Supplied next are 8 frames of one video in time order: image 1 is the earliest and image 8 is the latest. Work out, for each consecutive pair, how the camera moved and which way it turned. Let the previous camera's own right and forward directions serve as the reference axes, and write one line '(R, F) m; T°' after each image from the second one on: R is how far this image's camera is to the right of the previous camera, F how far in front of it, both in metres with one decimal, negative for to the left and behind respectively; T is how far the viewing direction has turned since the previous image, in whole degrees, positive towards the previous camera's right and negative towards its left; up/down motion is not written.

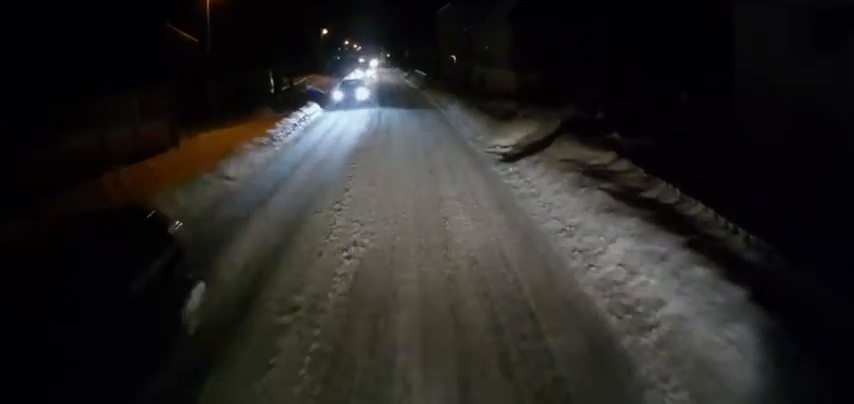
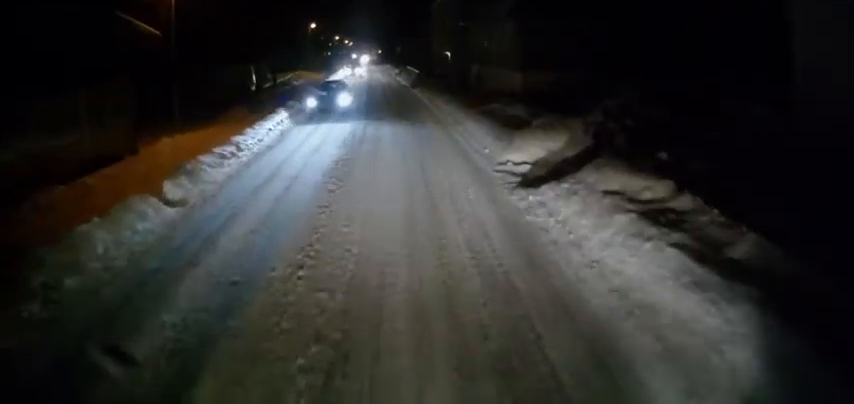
(0.0, +2.4) m; -1°
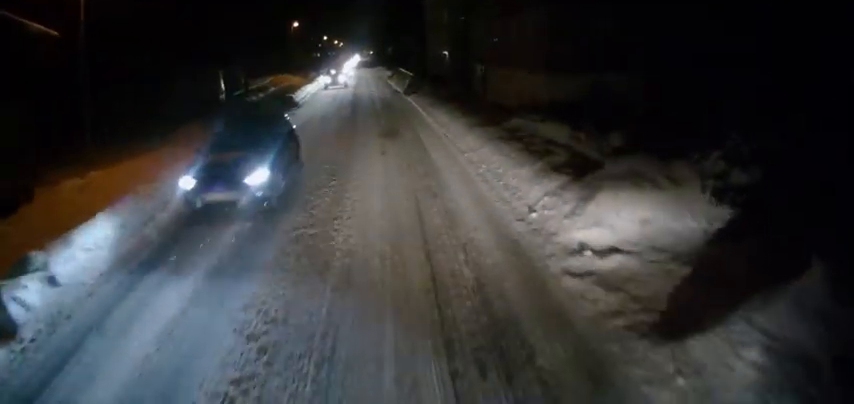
(-0.2, +5.3) m; -2°
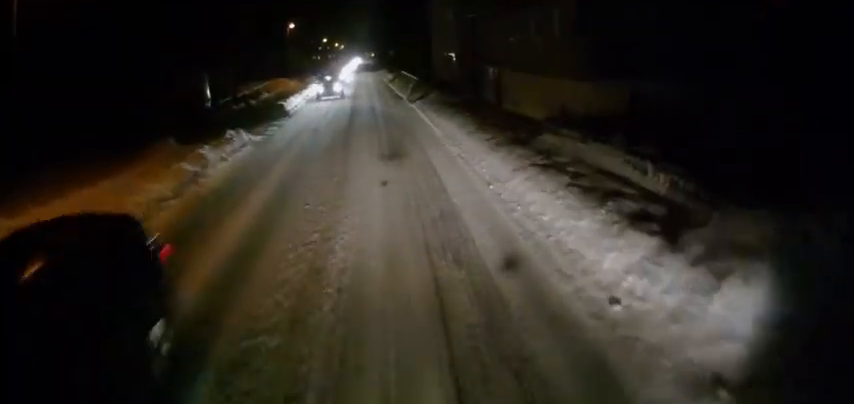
(0.0, +3.4) m; 0°
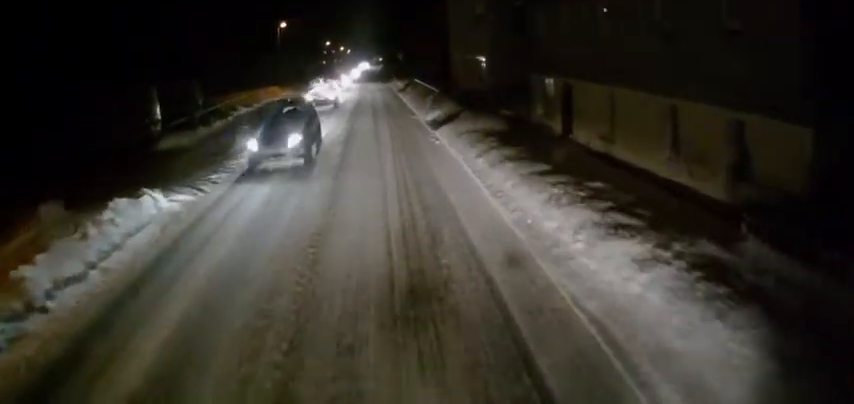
(+0.1, +8.4) m; +2°
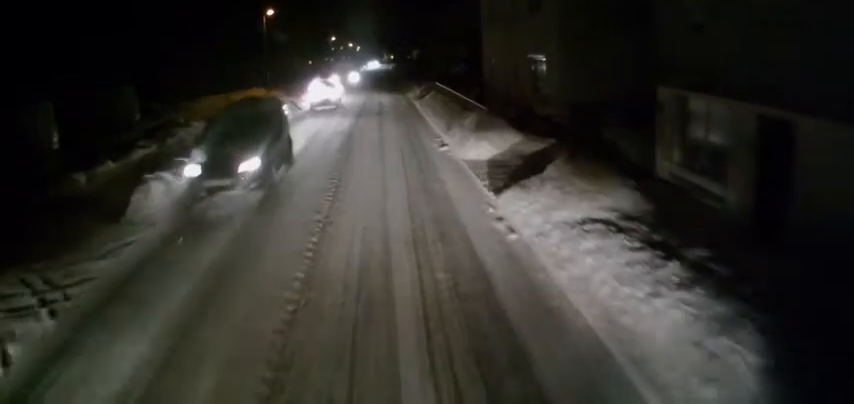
(+0.1, +8.5) m; 0°
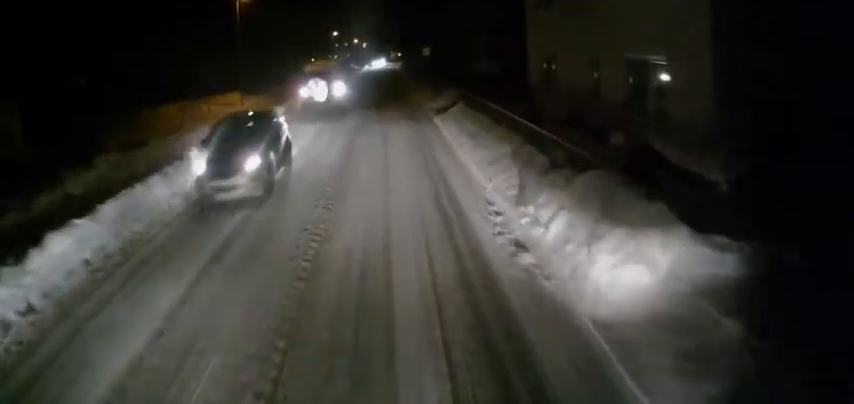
(-0.1, +7.6) m; -1°
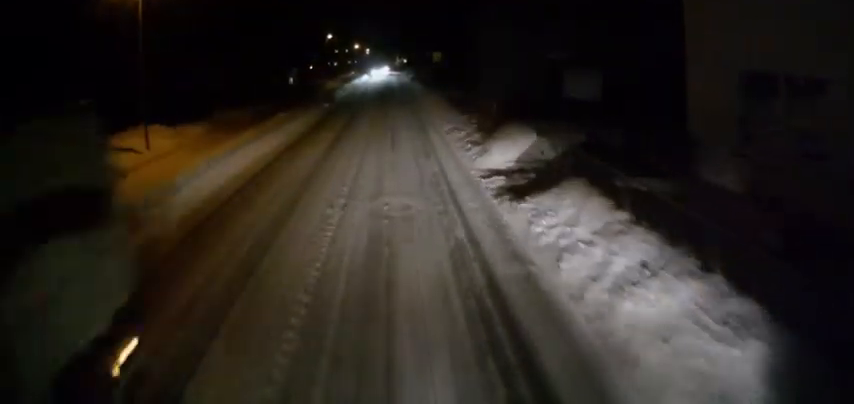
(0.0, +11.3) m; 0°
